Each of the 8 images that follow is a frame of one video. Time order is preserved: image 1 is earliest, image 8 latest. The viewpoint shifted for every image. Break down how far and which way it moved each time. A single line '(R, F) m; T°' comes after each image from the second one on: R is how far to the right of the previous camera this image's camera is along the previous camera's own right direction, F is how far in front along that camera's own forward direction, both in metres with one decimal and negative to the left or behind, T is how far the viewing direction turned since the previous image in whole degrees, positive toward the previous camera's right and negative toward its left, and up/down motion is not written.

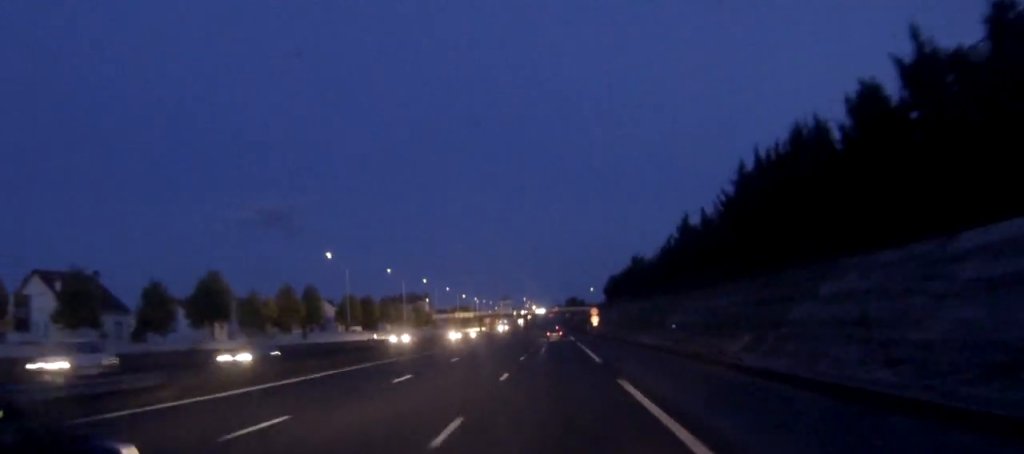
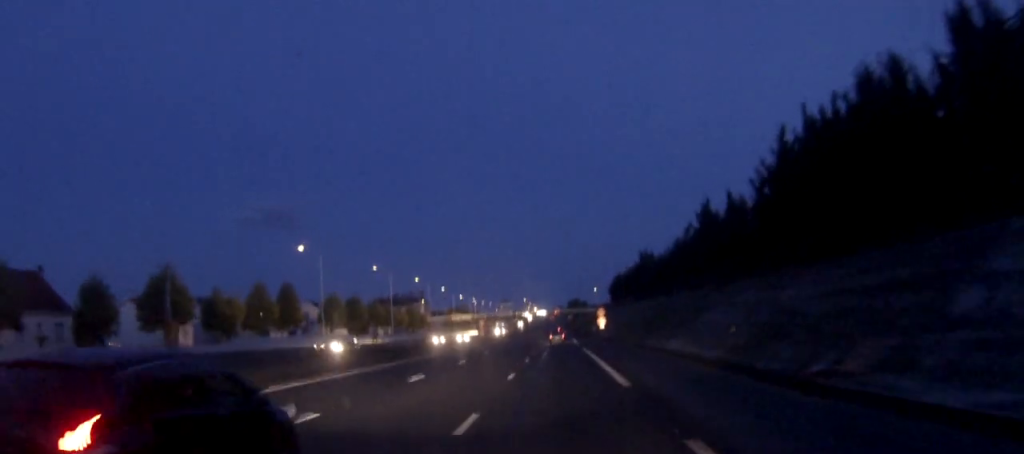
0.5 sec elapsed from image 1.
(0.0, +11.3) m; 0°
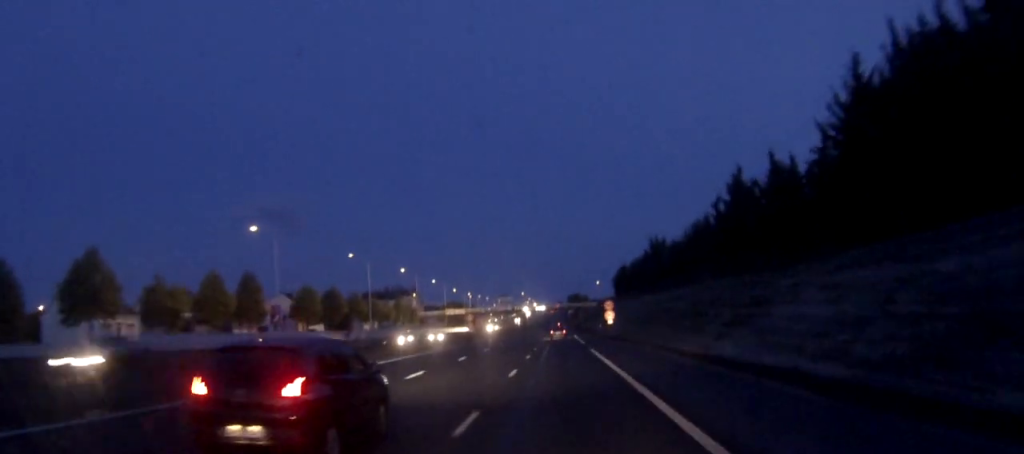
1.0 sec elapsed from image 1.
(0.0, +13.7) m; 0°
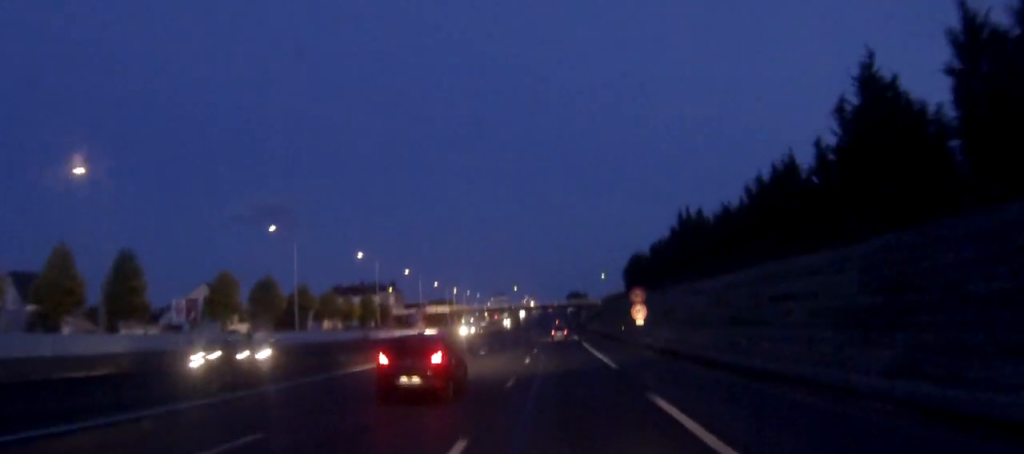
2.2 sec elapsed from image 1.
(0.0, +28.9) m; 0°
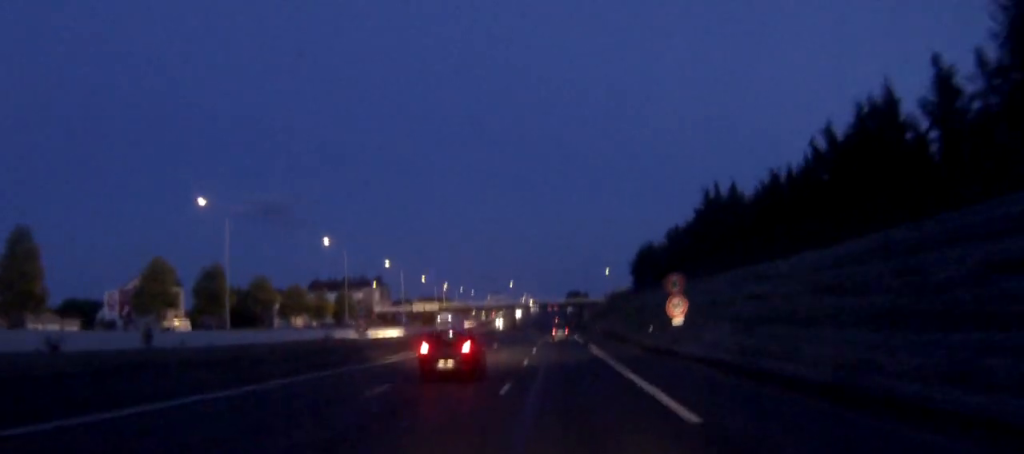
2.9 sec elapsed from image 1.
(0.0, +16.1) m; 0°
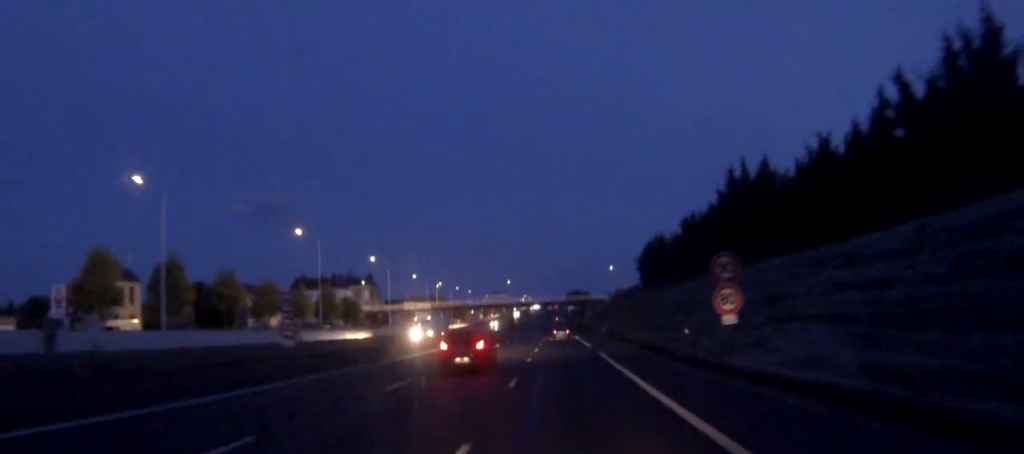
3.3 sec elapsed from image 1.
(0.0, +10.5) m; 0°
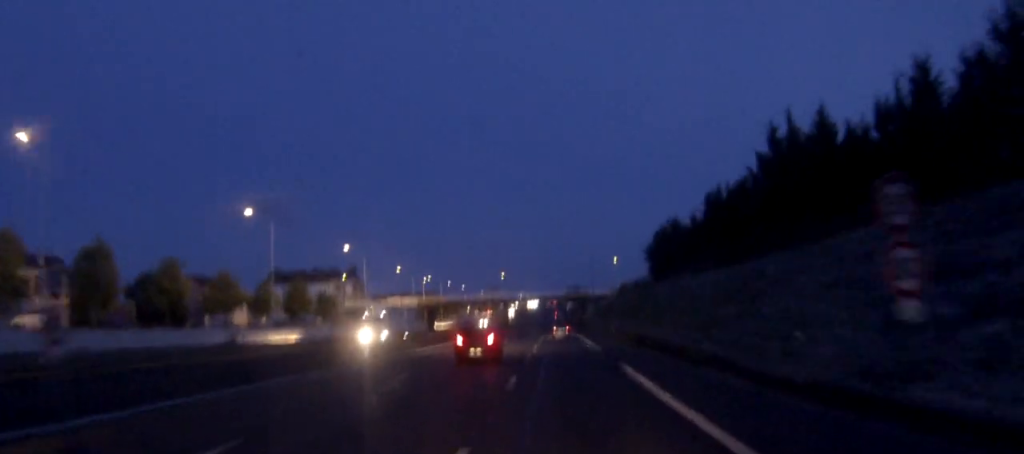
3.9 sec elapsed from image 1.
(0.0, +13.7) m; 0°
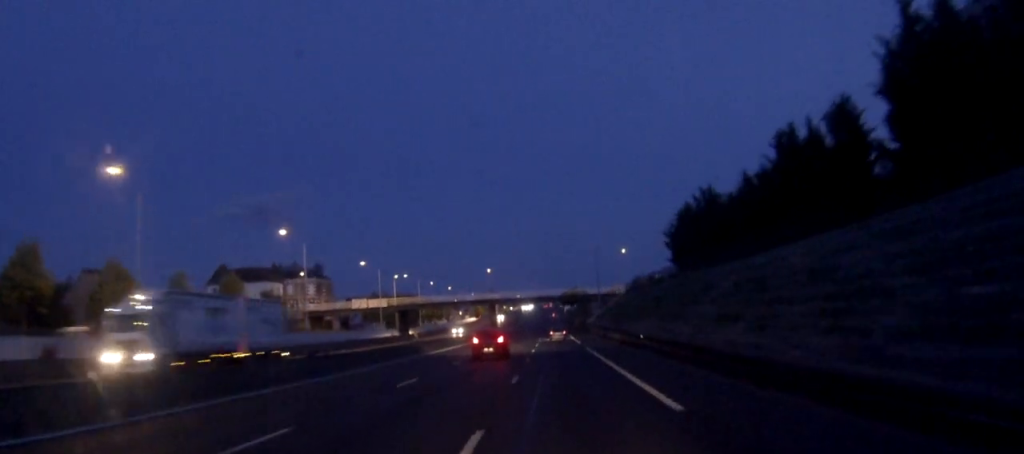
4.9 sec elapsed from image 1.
(+0.1, +23.4) m; 0°
